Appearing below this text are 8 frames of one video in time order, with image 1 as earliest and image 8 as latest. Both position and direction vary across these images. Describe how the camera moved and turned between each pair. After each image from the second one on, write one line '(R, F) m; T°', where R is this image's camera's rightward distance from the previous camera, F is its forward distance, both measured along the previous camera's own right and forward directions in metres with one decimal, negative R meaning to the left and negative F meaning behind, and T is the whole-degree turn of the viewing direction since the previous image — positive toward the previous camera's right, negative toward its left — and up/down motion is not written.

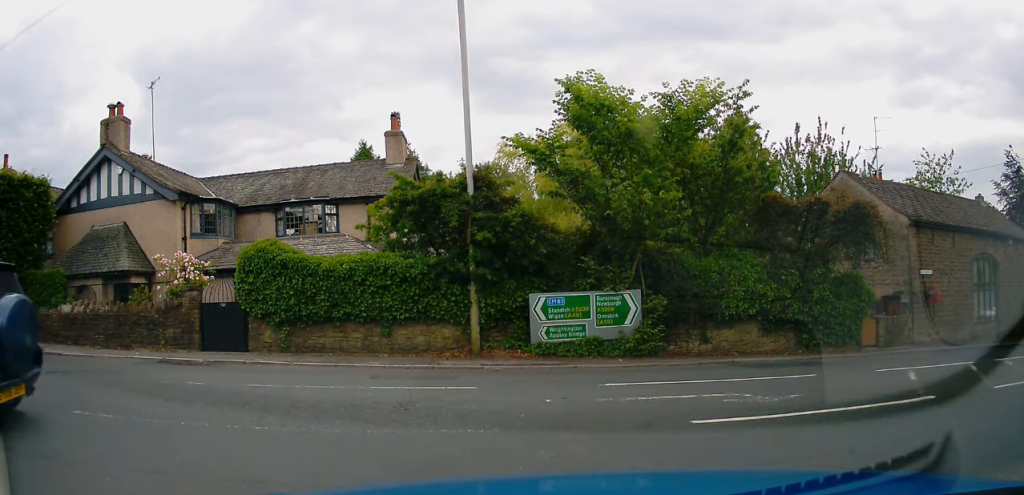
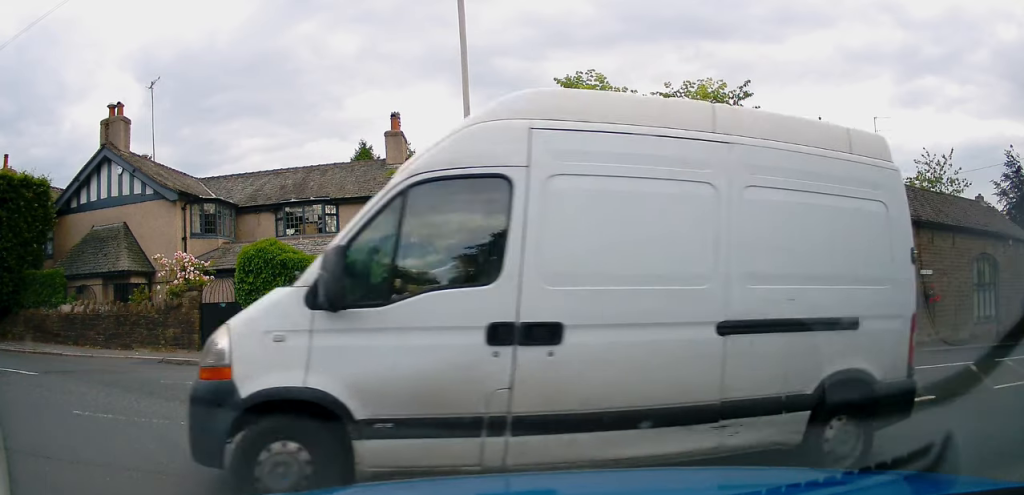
(0.0, 0.0) m; 0°
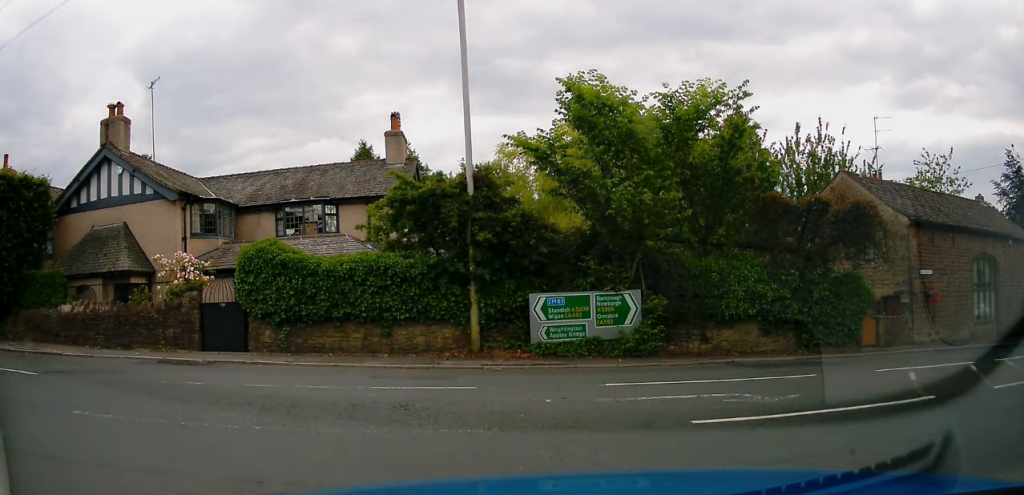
(0.0, 0.0) m; 0°
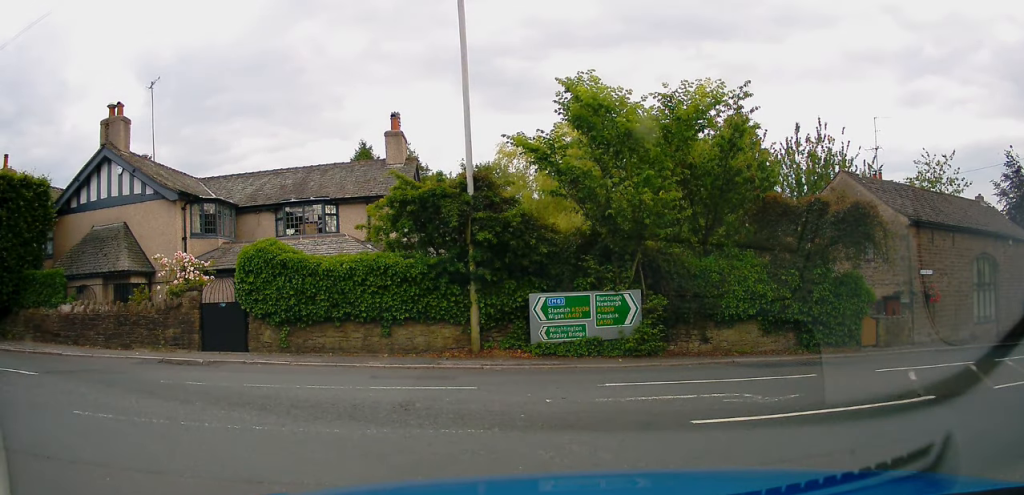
(0.0, 0.0) m; 0°
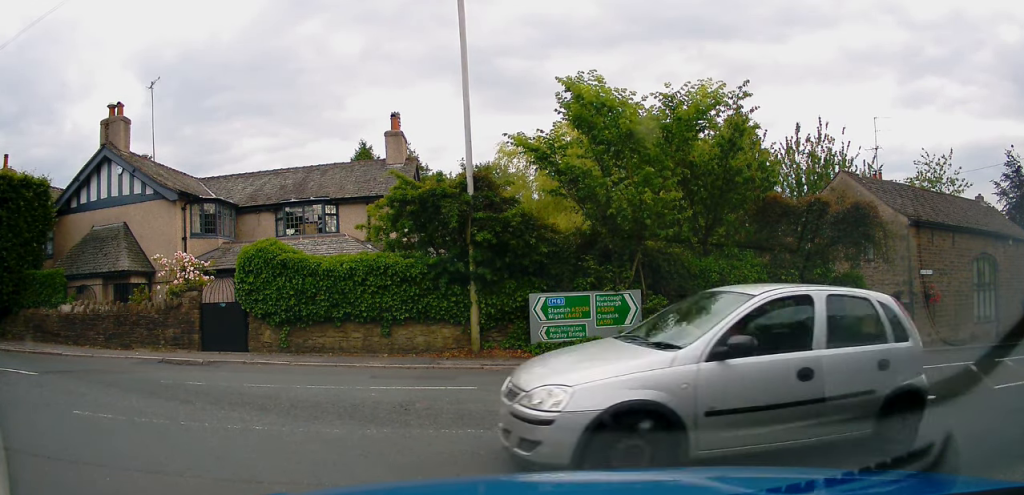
(0.0, 0.0) m; 0°
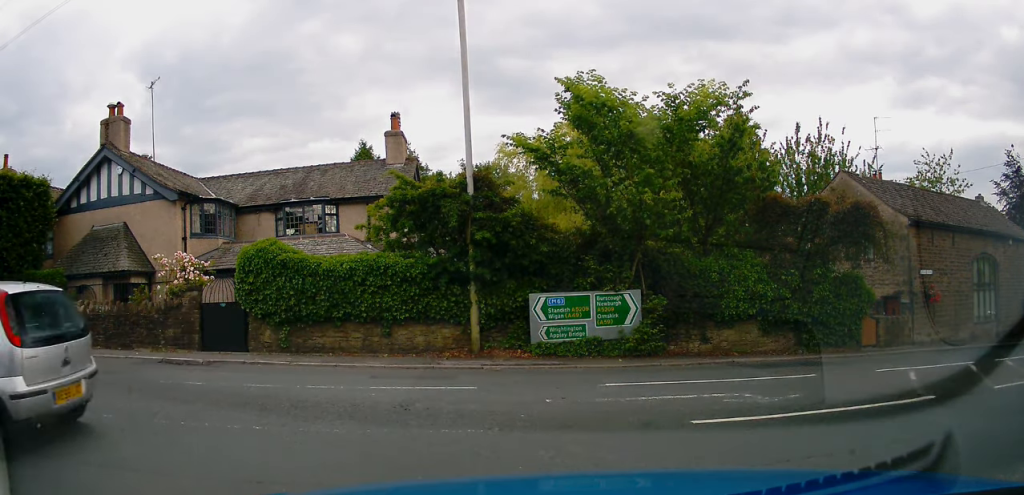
(0.0, 0.0) m; 0°
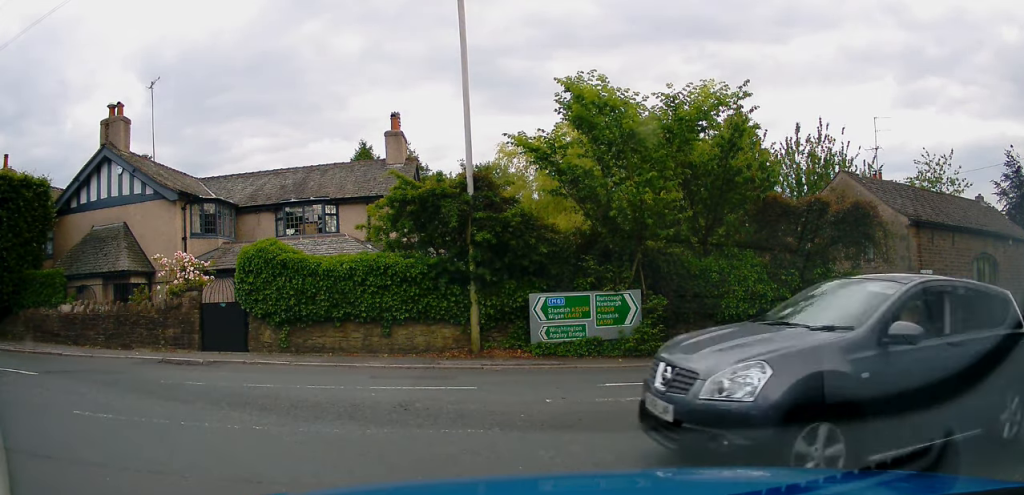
(0.0, 0.0) m; 0°
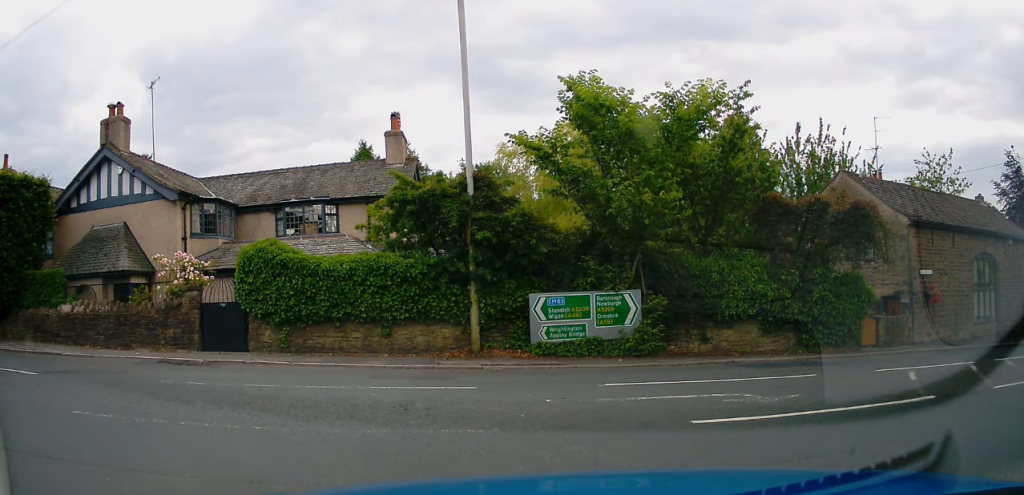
(0.0, 0.0) m; 0°
